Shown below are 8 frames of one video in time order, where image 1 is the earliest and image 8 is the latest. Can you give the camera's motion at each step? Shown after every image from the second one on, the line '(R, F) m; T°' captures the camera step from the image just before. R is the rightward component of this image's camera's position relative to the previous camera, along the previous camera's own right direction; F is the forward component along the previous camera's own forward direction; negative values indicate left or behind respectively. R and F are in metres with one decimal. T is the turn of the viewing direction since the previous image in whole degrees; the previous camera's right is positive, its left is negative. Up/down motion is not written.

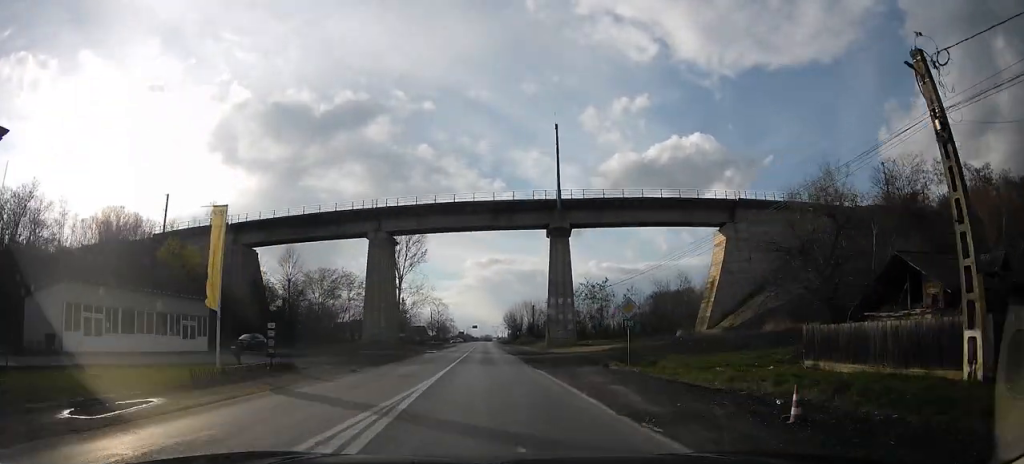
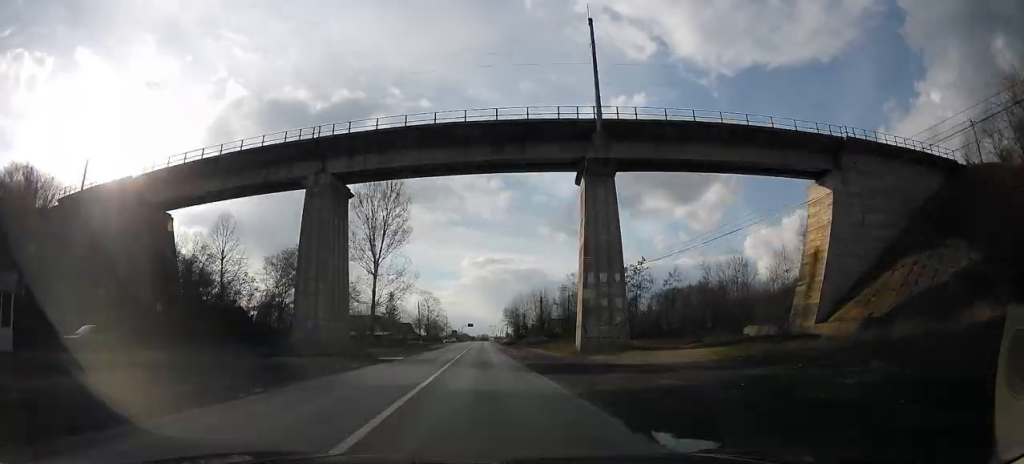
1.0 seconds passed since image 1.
(+0.5, +18.6) m; 0°
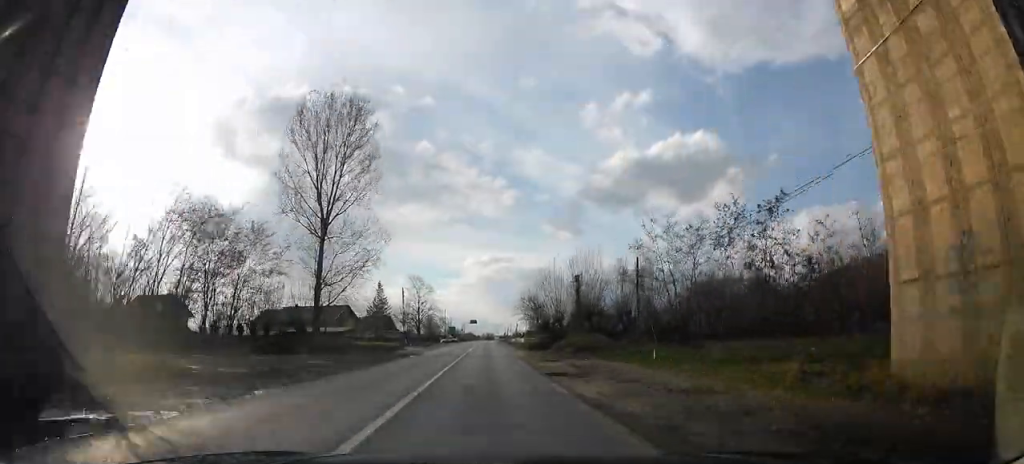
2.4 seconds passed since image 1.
(-1.2, +27.0) m; -5°
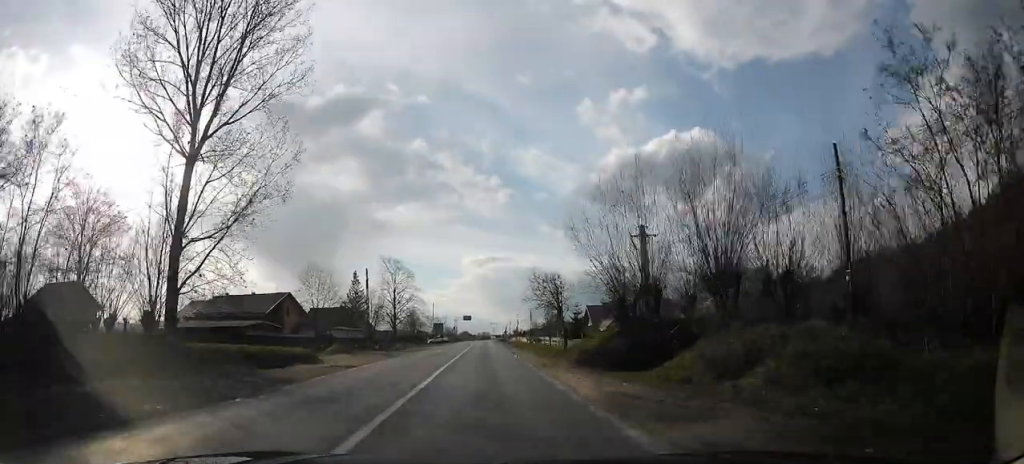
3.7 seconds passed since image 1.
(-0.5, +23.2) m; 0°
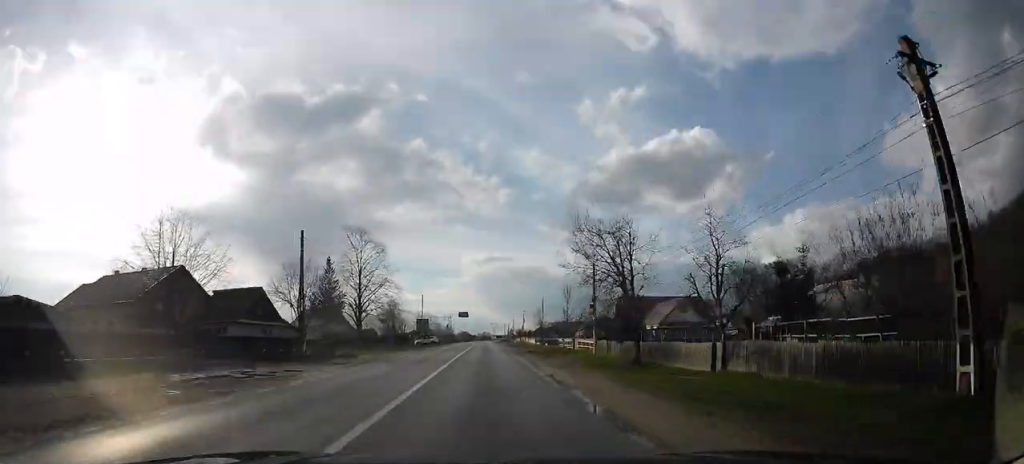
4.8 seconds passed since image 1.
(+0.5, +22.2) m; +2°
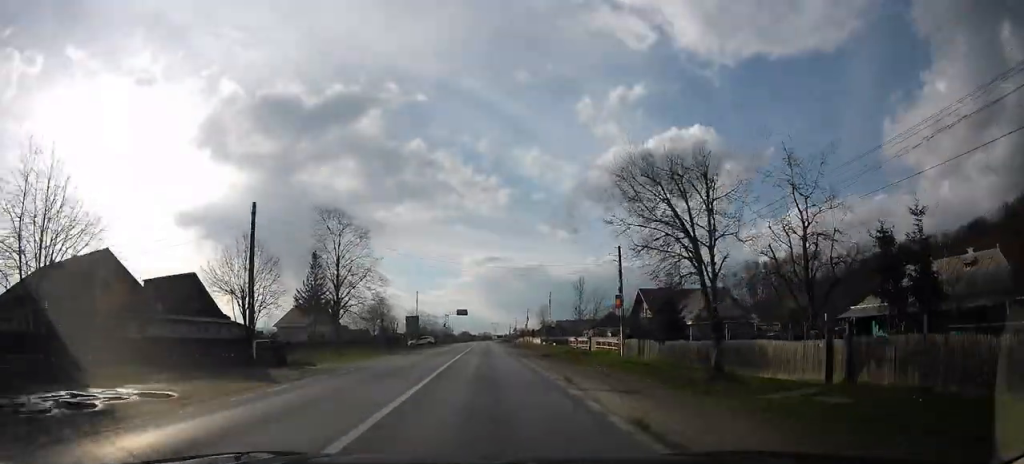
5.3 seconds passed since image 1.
(+0.1, +8.9) m; 0°
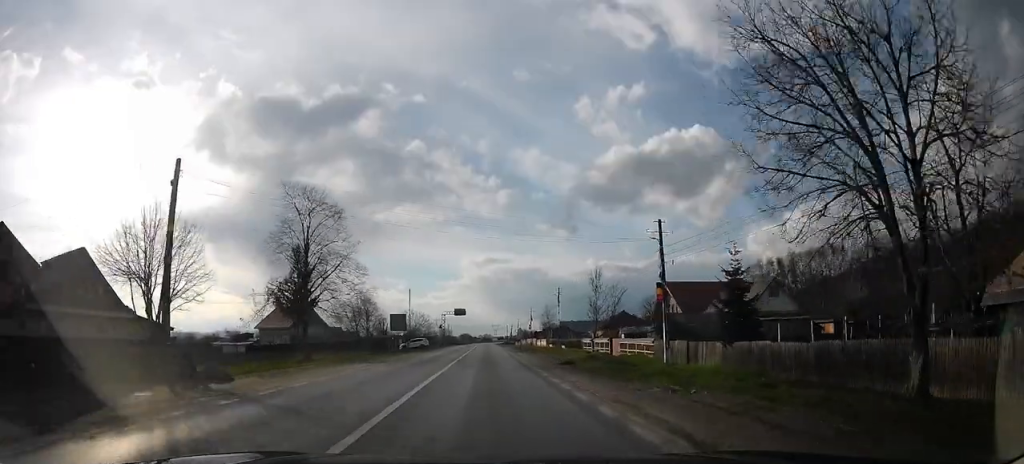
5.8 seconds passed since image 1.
(0.0, +9.0) m; 0°
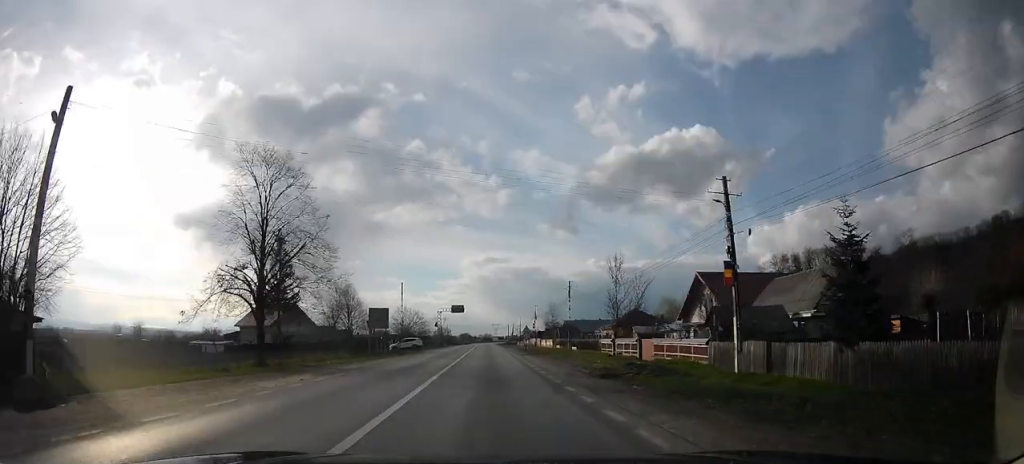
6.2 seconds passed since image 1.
(0.0, +8.3) m; 0°
